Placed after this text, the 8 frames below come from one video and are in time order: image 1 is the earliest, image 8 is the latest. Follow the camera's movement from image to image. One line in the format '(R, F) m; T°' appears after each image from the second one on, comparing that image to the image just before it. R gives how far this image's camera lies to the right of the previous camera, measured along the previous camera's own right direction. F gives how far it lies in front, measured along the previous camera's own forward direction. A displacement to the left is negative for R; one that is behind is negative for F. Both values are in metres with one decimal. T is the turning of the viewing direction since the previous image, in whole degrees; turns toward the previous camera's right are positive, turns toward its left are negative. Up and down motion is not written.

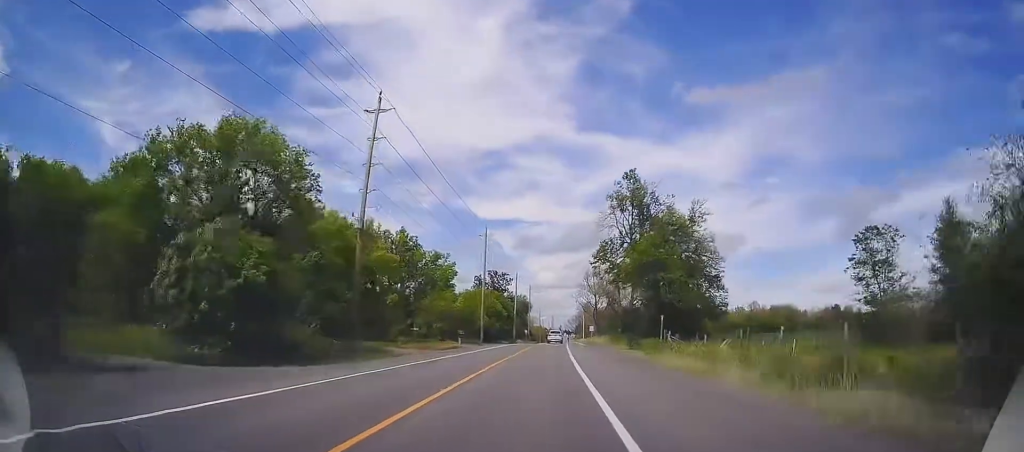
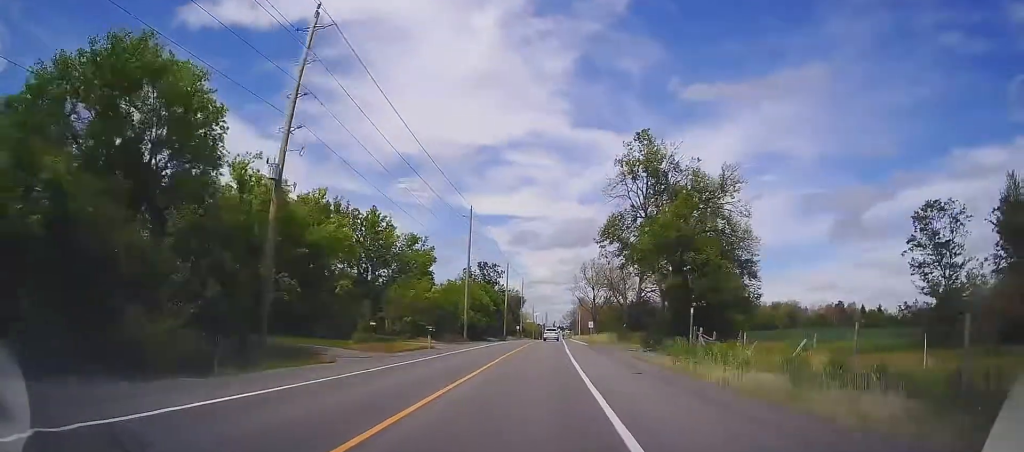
(-0.1, +9.7) m; 0°
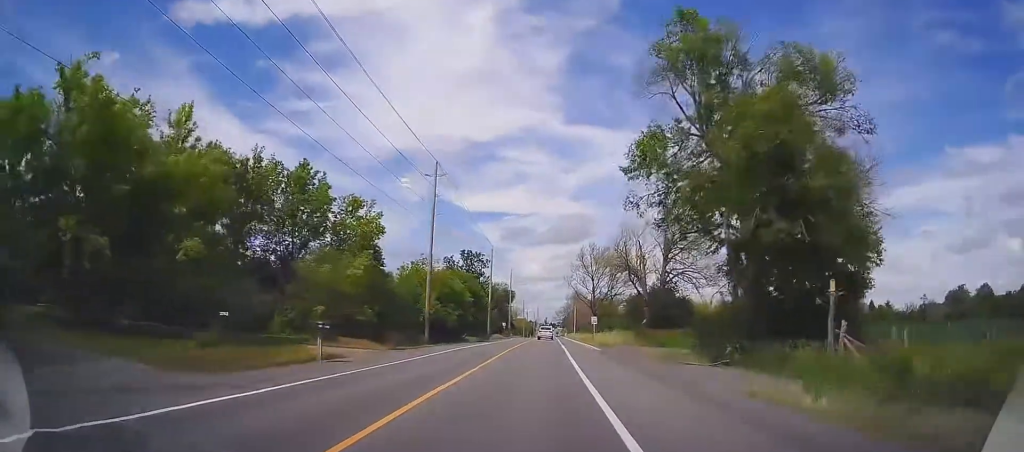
(+0.2, +16.4) m; +1°
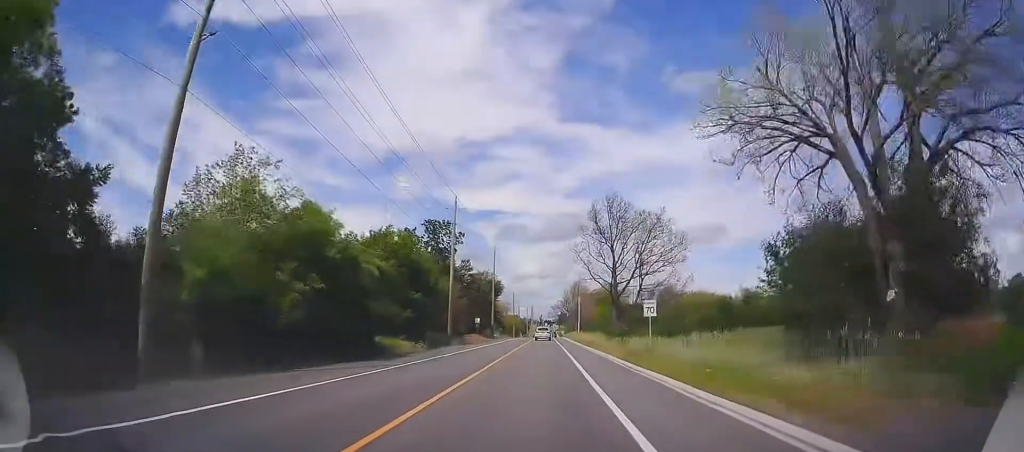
(+0.5, +33.0) m; +2°
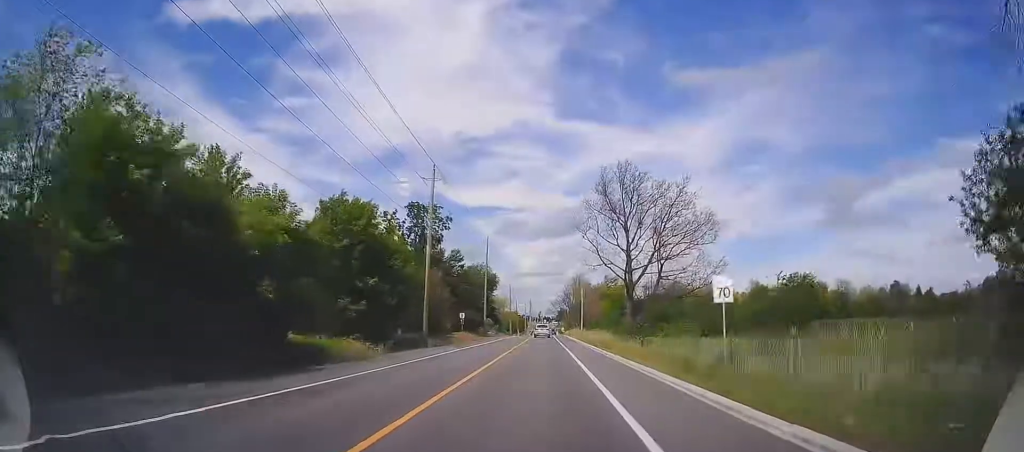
(0.0, +11.0) m; -1°
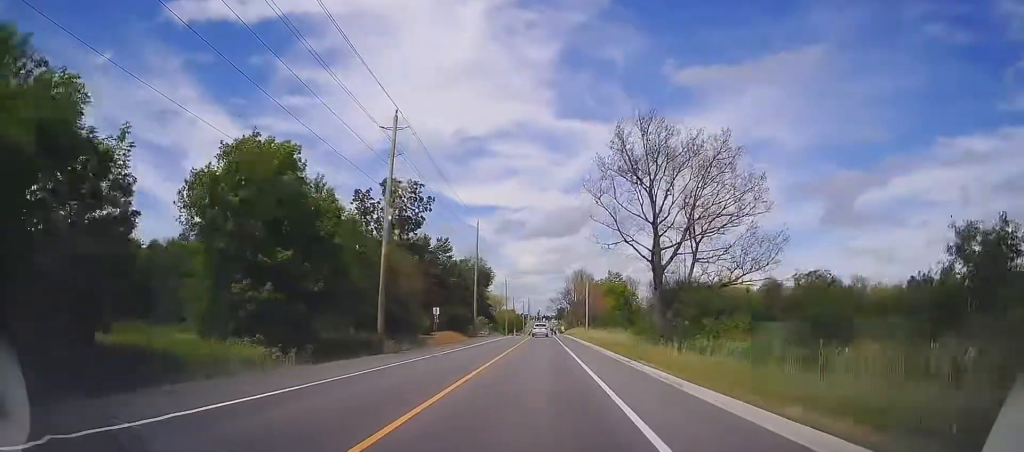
(-0.1, +12.5) m; 0°
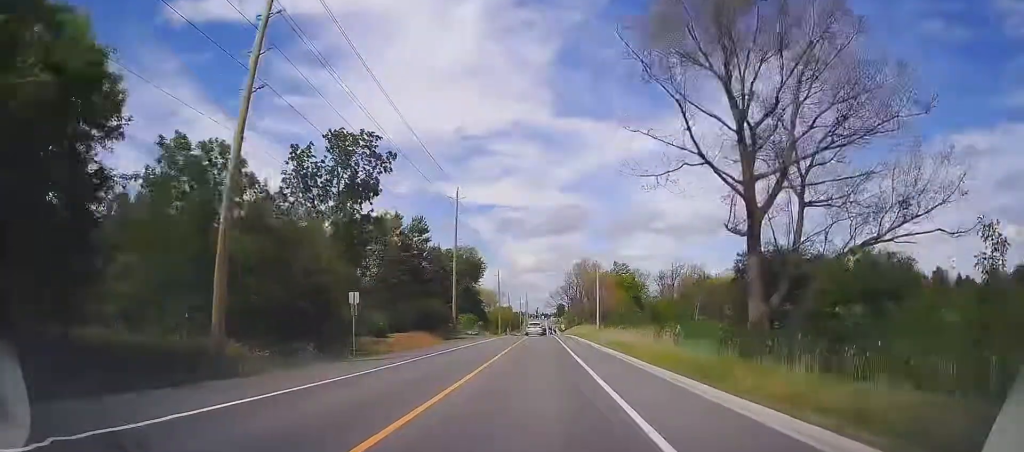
(0.0, +17.6) m; +1°
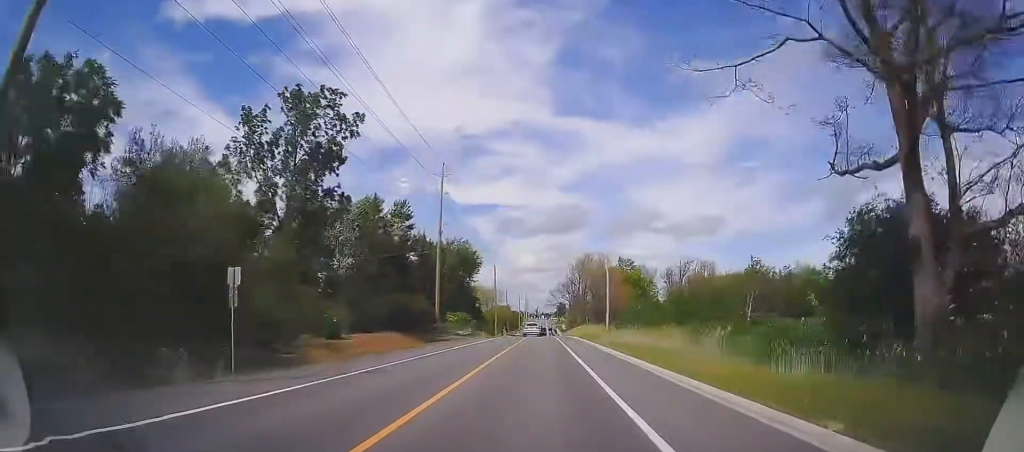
(+0.2, +9.5) m; +1°
